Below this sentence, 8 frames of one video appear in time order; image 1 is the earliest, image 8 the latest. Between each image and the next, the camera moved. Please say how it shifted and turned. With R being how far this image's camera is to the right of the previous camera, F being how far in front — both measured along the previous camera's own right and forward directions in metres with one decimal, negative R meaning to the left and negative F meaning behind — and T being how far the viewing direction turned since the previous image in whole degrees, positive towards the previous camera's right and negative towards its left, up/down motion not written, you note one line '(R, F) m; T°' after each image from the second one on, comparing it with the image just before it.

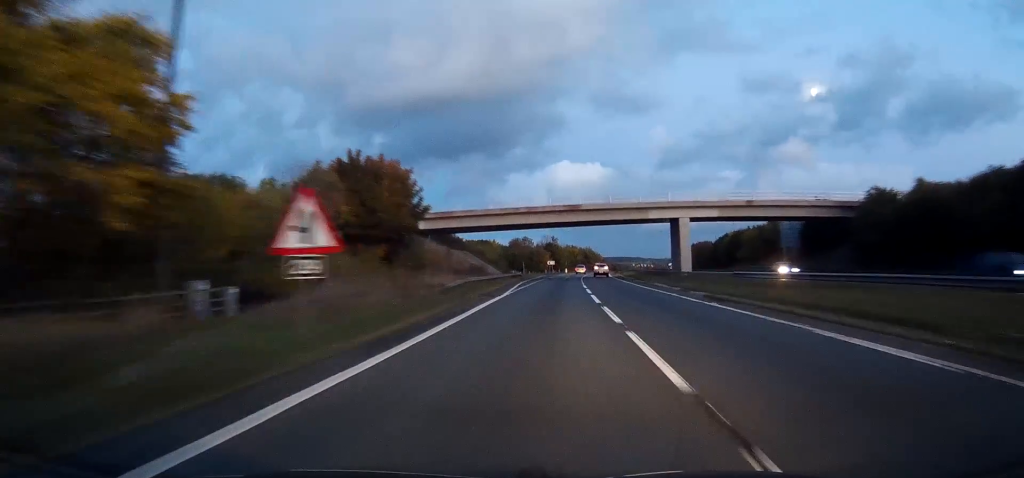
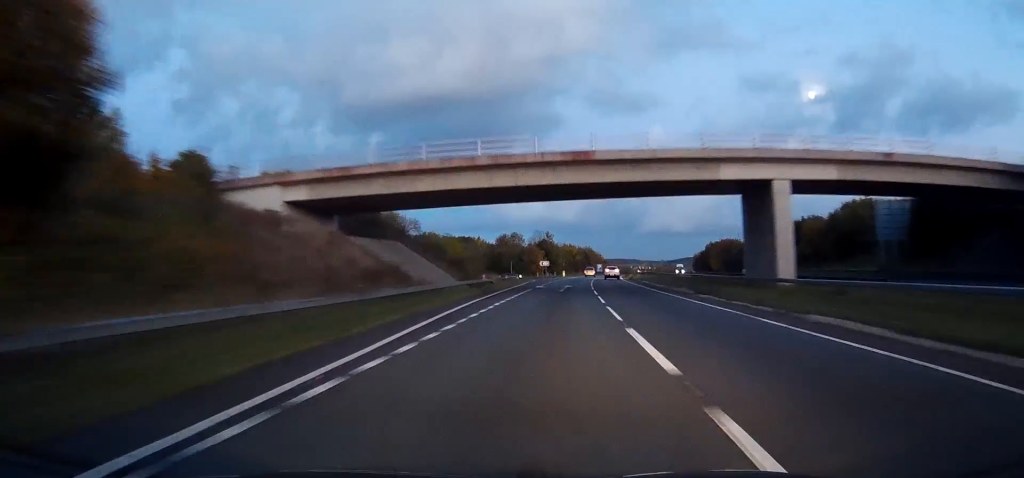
(+0.2, +34.9) m; +1°
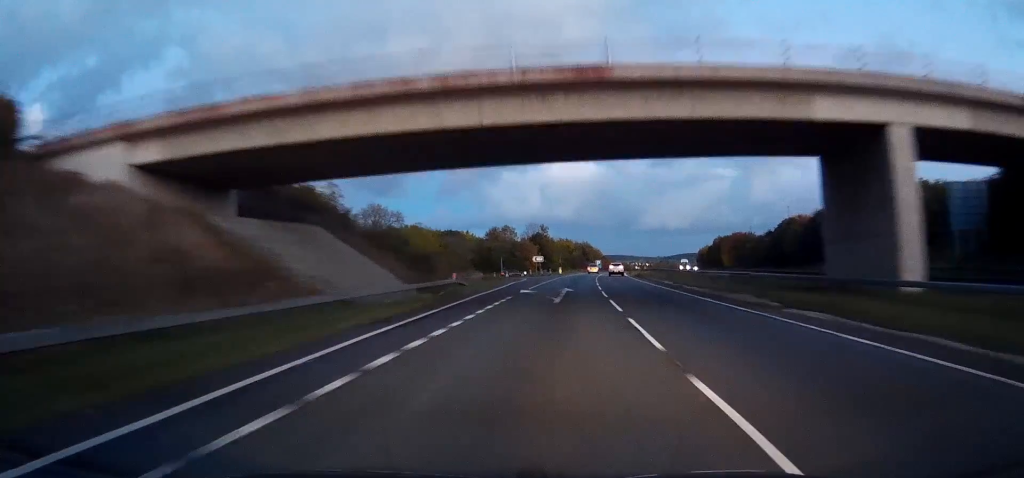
(0.0, +16.3) m; 0°
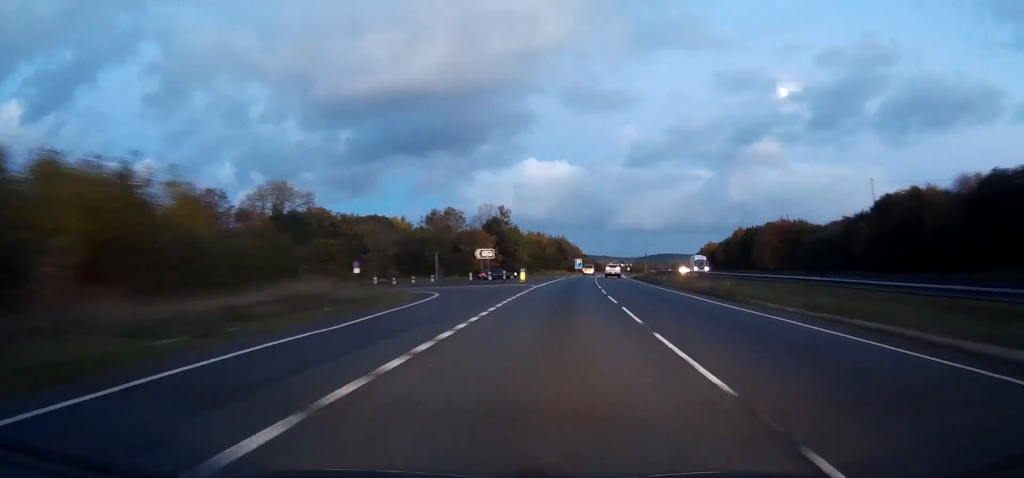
(+0.8, +48.3) m; +2°
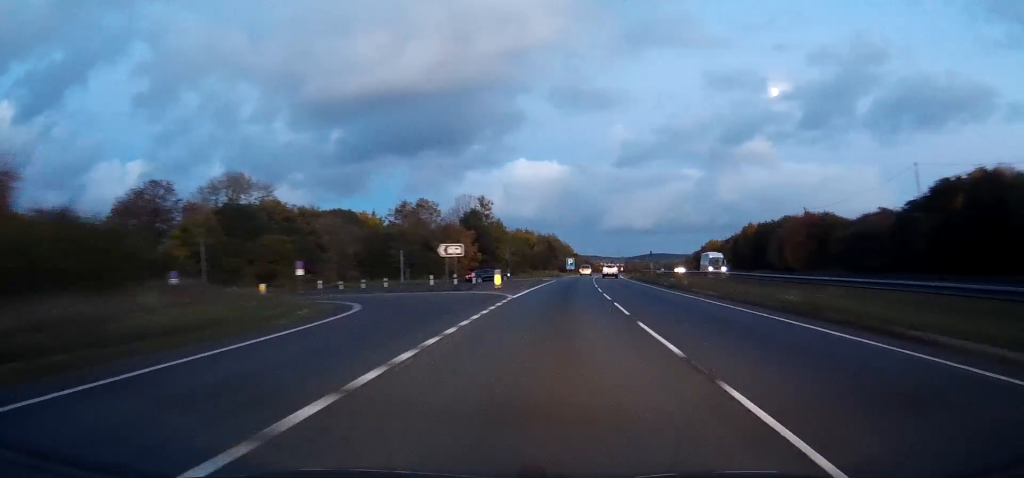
(0.0, +14.7) m; +1°
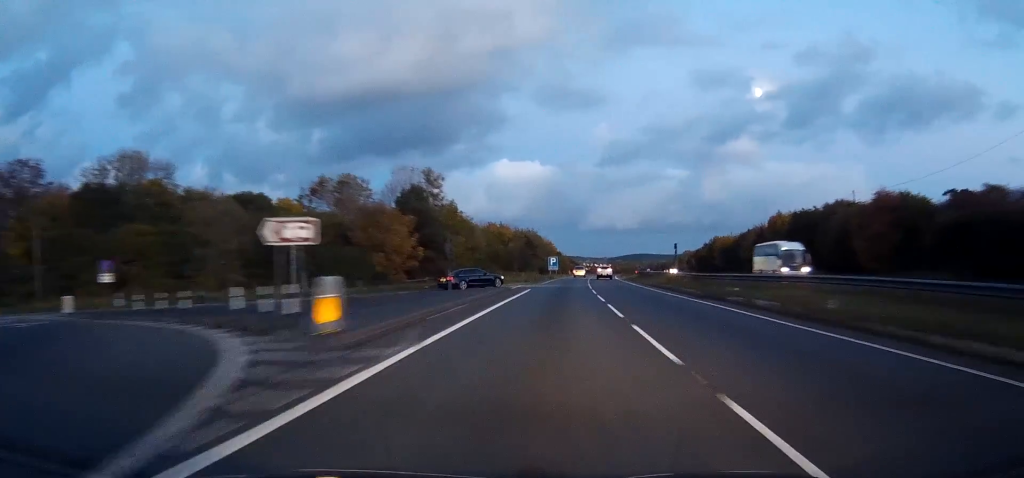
(+0.3, +25.9) m; +1°
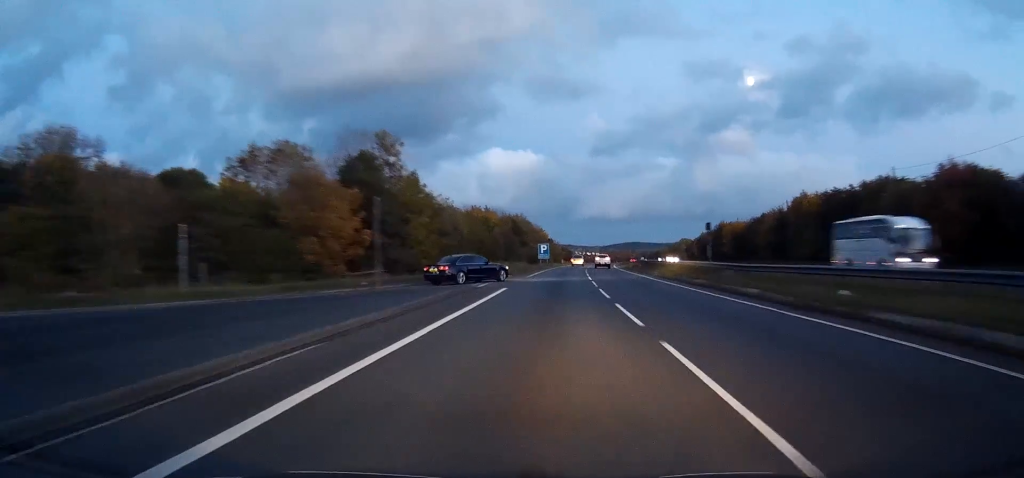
(+0.1, +13.3) m; +1°
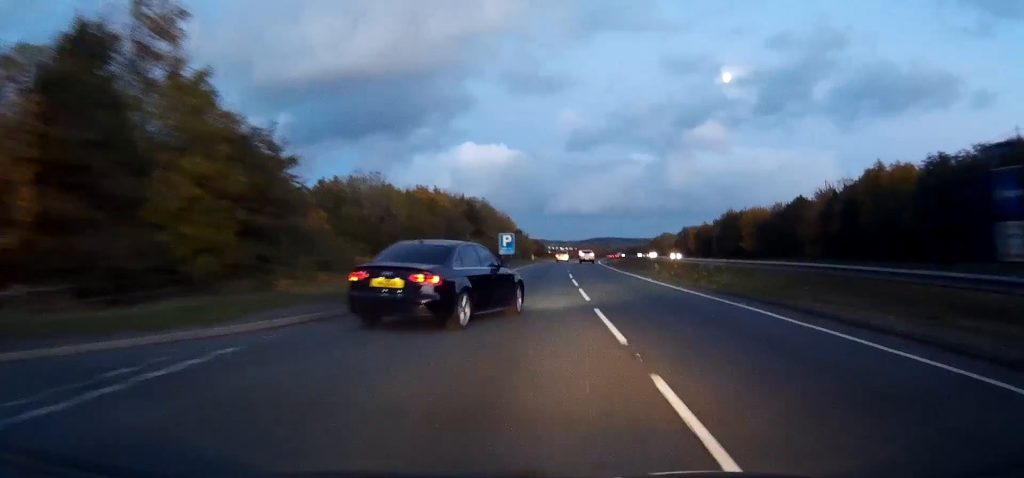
(+0.4, +29.0) m; +2°
